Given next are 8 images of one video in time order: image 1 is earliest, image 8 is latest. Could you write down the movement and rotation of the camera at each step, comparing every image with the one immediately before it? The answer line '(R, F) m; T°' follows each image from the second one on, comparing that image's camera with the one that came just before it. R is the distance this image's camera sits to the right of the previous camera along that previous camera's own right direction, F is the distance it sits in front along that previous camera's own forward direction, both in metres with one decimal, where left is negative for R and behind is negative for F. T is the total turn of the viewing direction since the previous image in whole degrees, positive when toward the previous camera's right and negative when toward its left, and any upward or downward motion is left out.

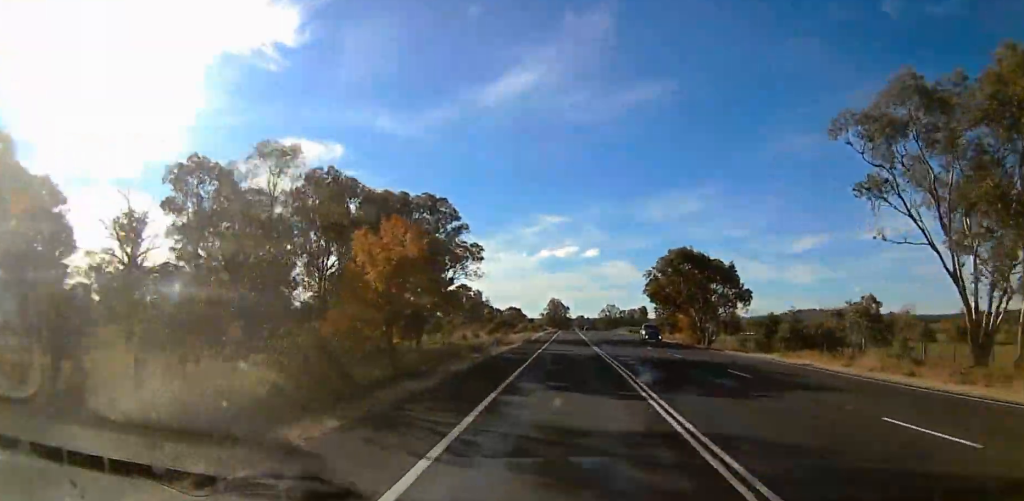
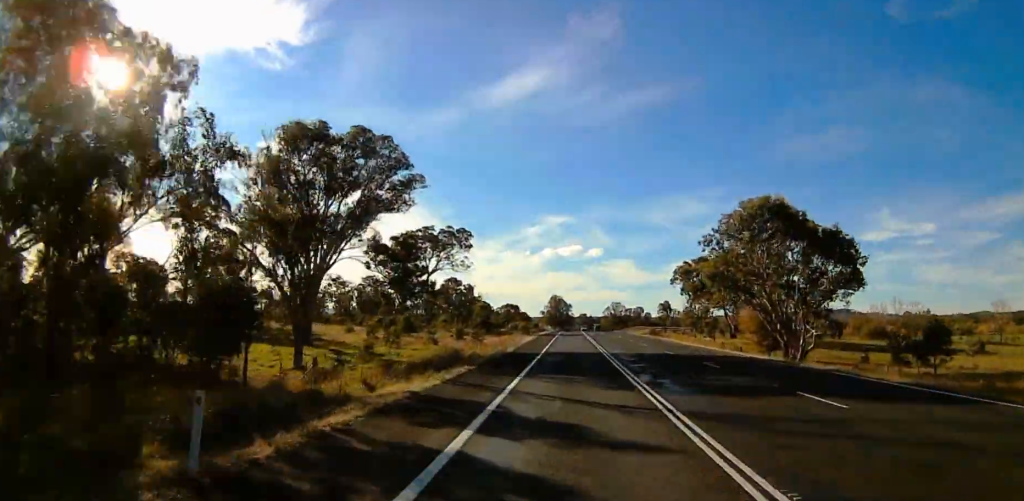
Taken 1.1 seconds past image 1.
(0.0, +28.8) m; 0°
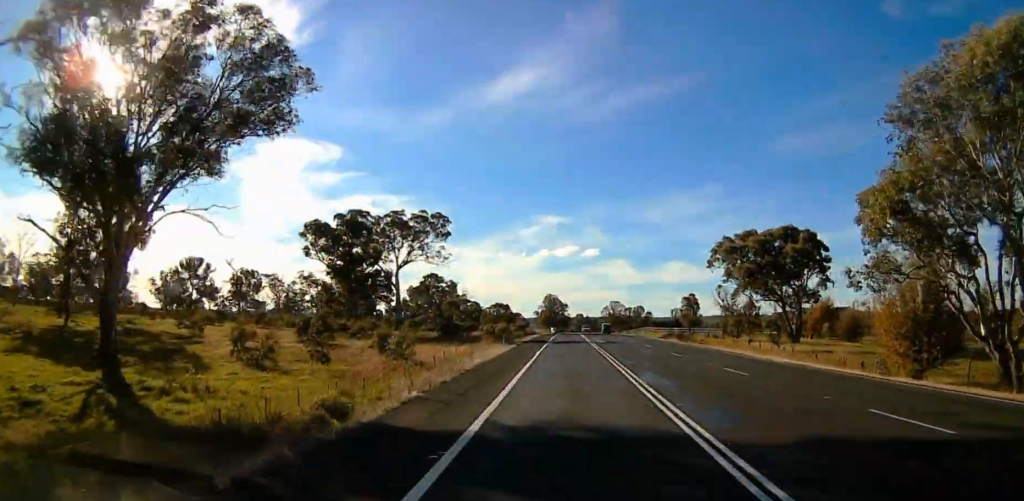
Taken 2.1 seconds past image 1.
(0.0, +26.8) m; 0°
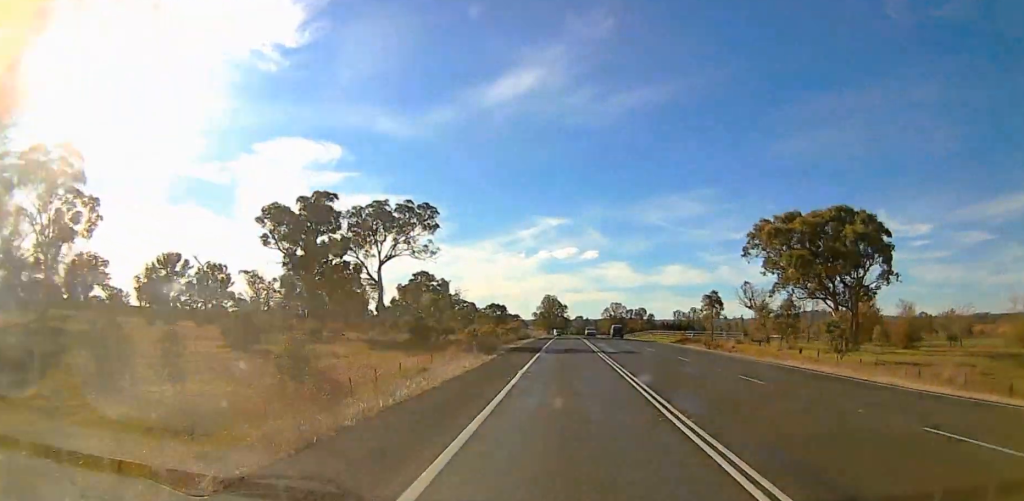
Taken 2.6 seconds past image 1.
(0.0, +13.6) m; 0°
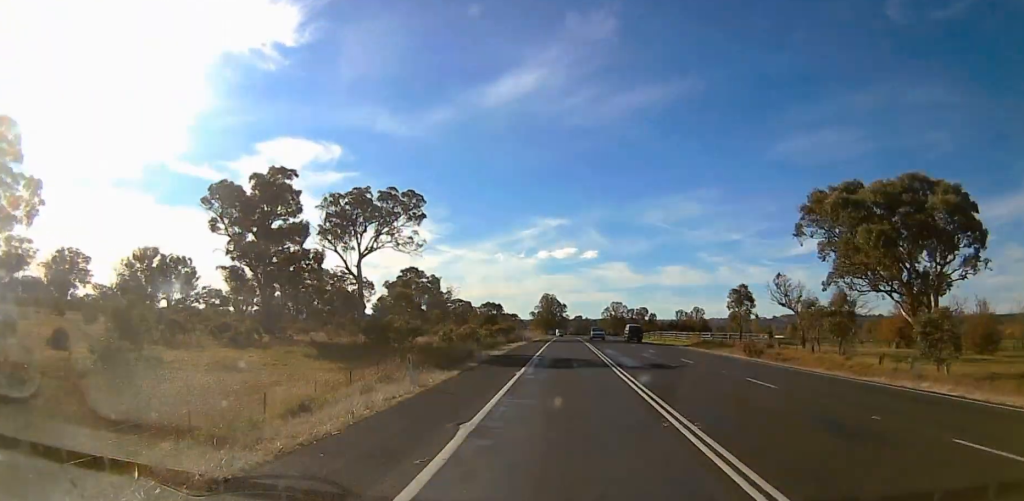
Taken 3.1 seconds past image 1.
(0.0, +13.6) m; 0°
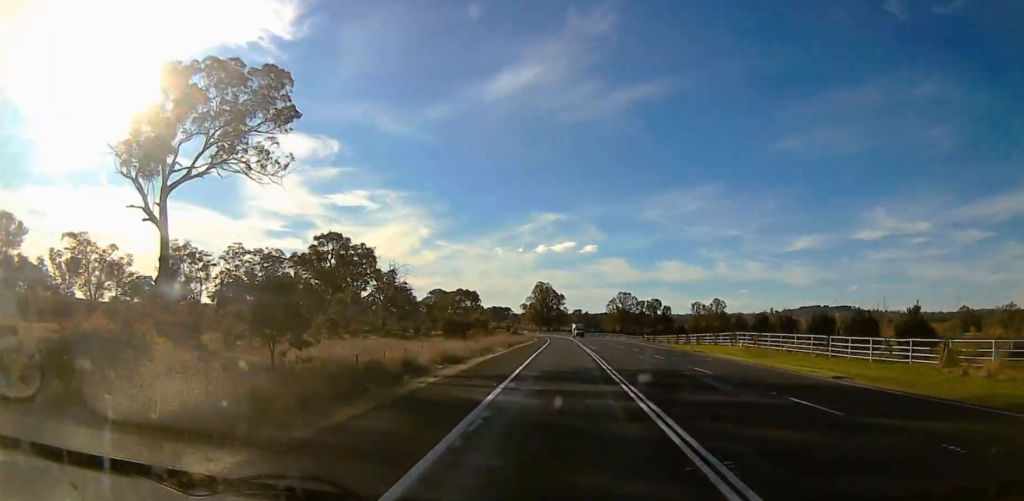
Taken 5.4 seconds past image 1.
(0.0, +64.1) m; 0°
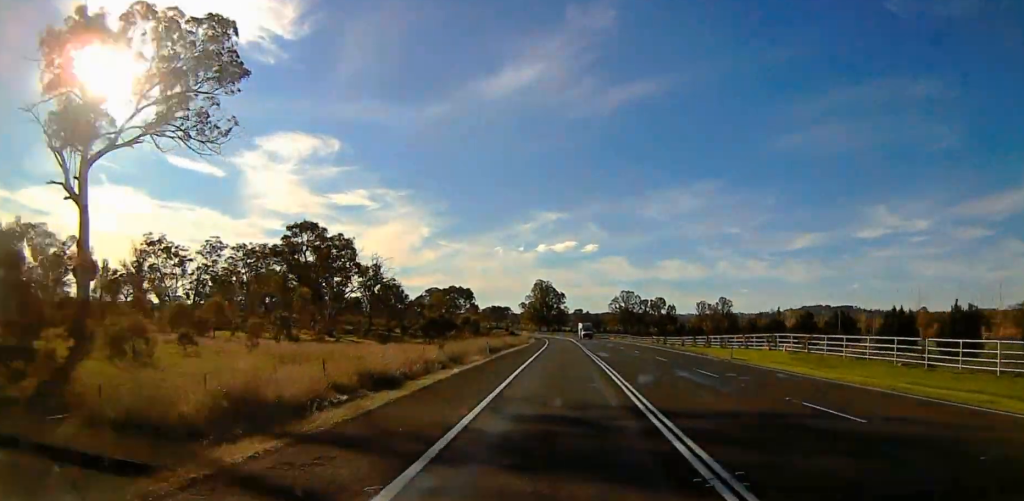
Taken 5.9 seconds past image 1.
(0.0, +13.2) m; 0°
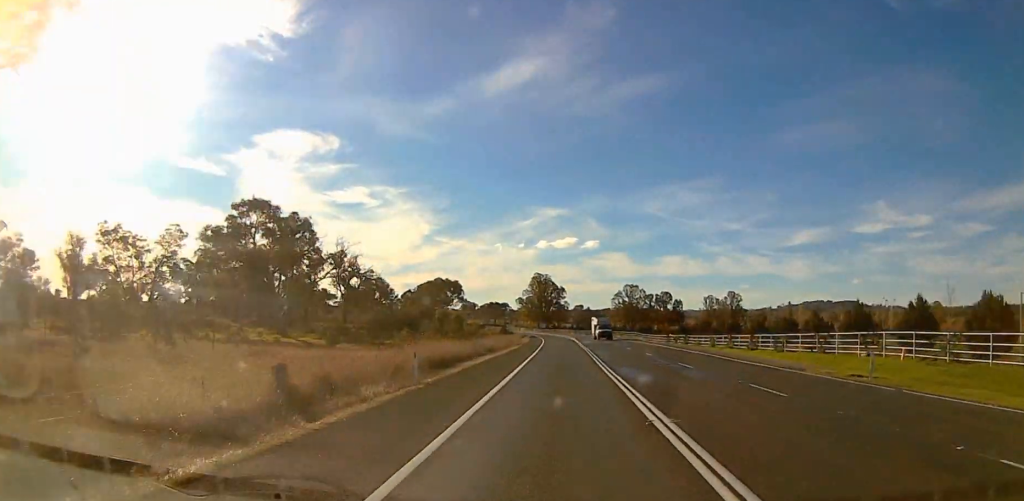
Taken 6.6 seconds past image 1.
(0.0, +19.9) m; 0°
